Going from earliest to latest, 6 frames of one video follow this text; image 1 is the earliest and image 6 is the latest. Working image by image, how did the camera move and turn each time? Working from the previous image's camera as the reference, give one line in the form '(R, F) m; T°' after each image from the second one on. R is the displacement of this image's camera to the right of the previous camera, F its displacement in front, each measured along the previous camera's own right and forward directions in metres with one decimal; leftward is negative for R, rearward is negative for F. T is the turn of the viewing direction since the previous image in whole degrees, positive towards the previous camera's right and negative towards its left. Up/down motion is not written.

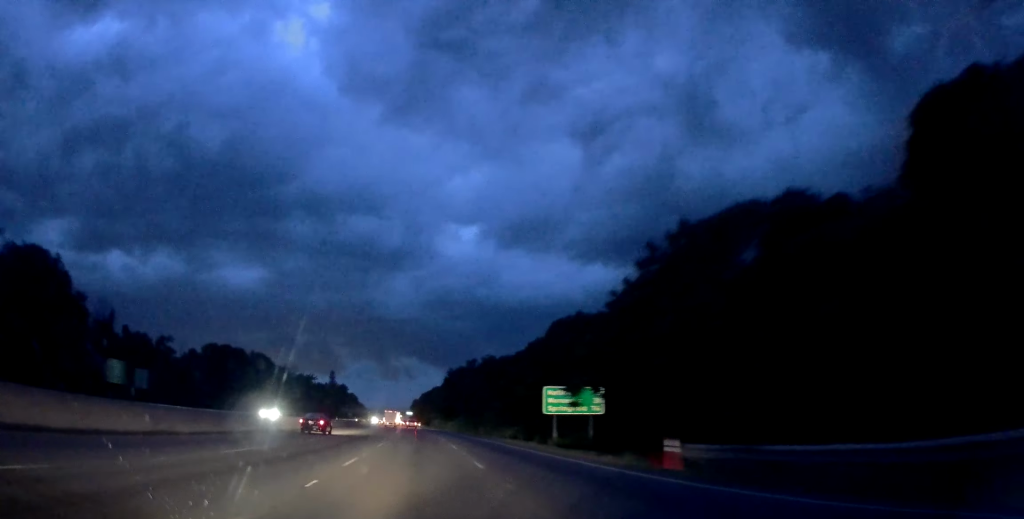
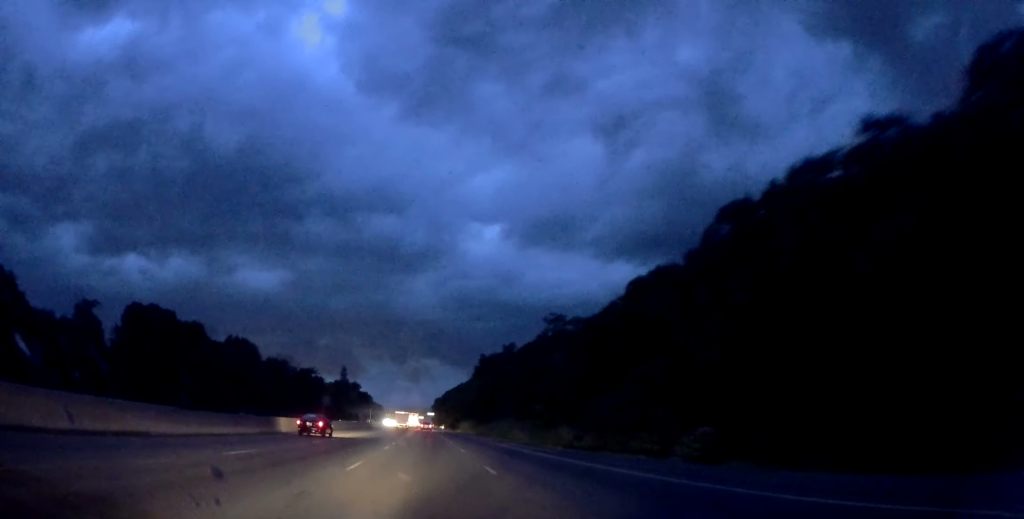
(-1.4, +48.9) m; -2°
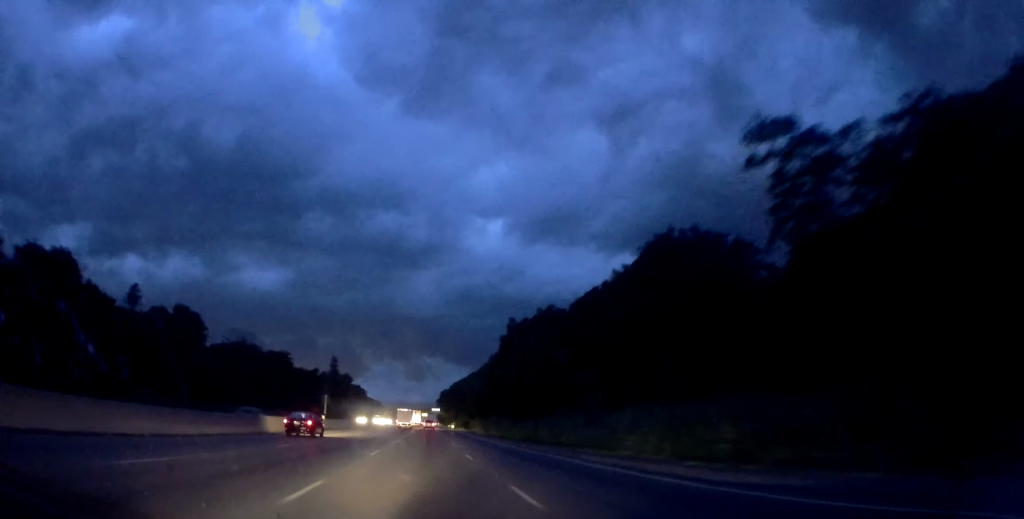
(-0.9, +53.4) m; -2°
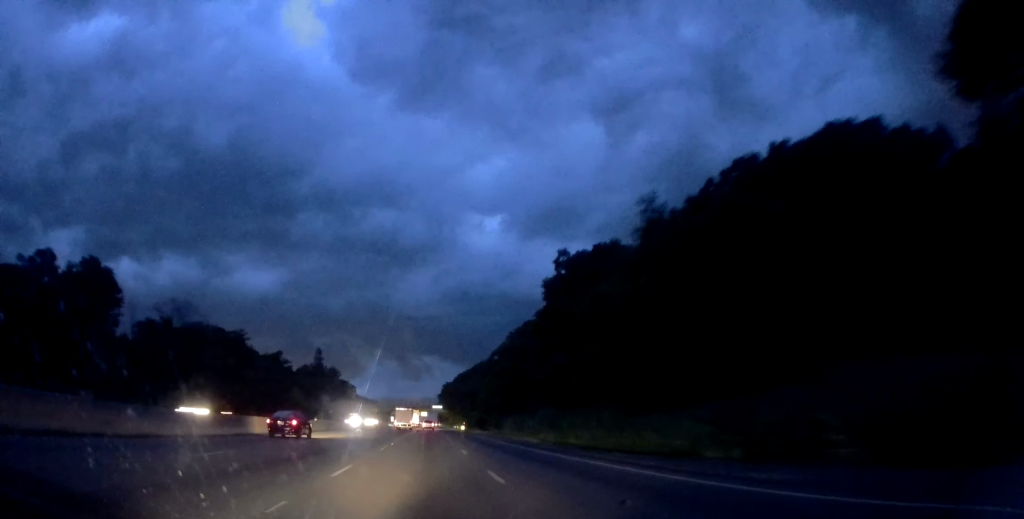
(+0.6, +44.3) m; +1°
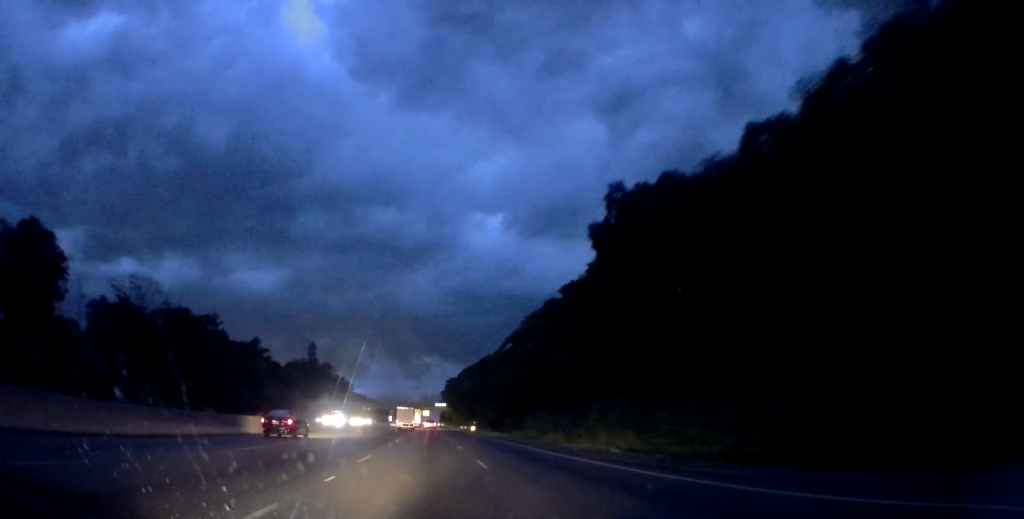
(+0.2, +20.1) m; 0°
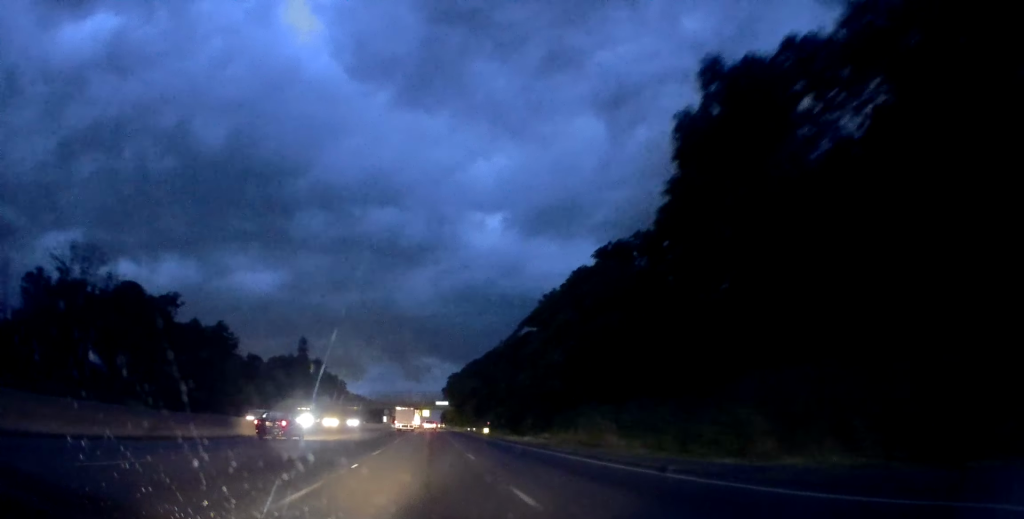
(-0.3, +21.2) m; -1°
